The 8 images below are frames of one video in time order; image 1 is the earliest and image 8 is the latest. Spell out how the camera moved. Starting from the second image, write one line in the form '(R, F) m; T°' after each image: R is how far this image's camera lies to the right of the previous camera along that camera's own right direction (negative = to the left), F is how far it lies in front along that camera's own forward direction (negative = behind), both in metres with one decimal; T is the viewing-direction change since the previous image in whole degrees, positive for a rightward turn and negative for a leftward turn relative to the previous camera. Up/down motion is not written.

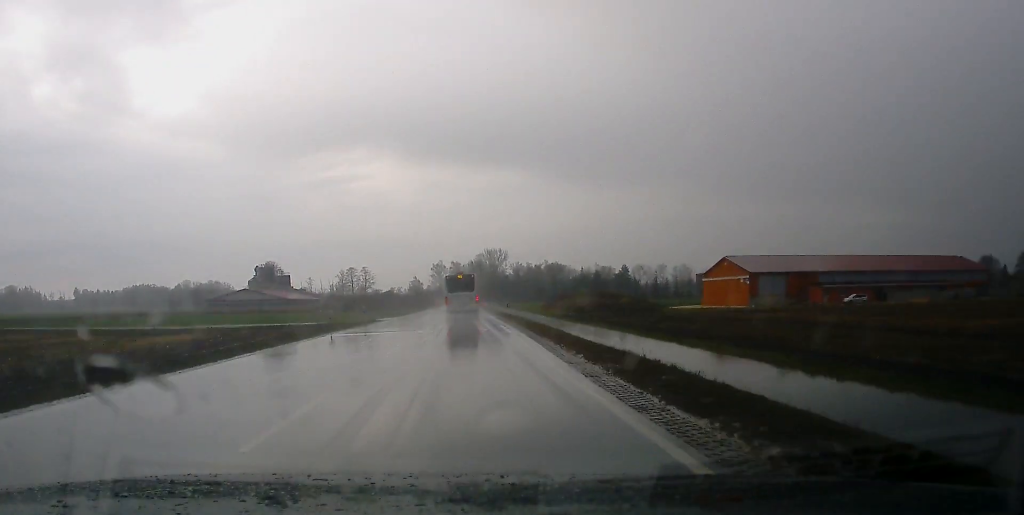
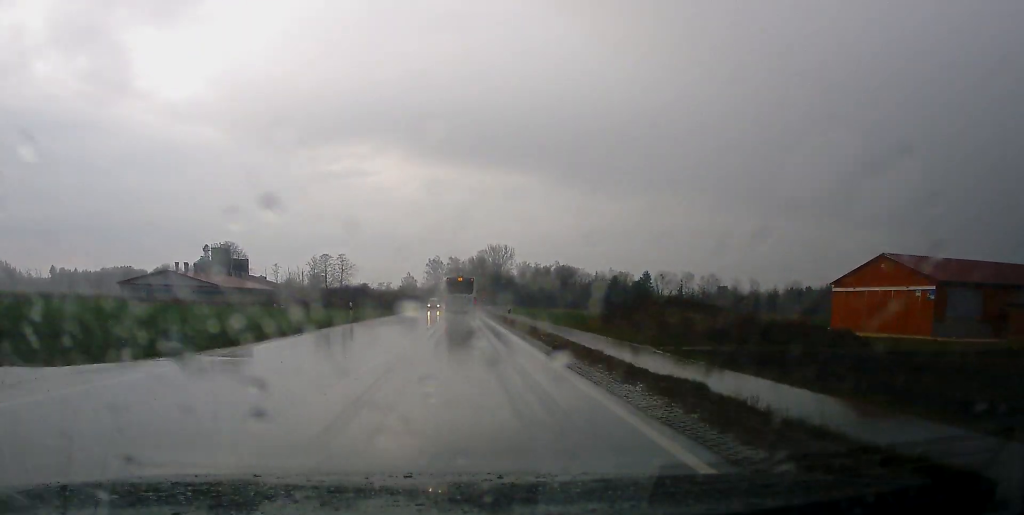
(+0.5, +55.2) m; +1°
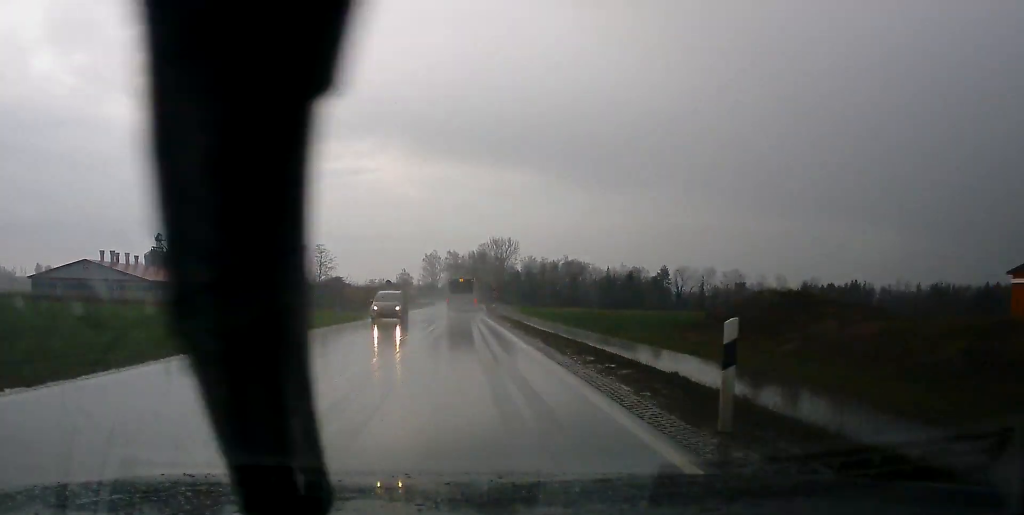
(+0.2, +35.4) m; 0°
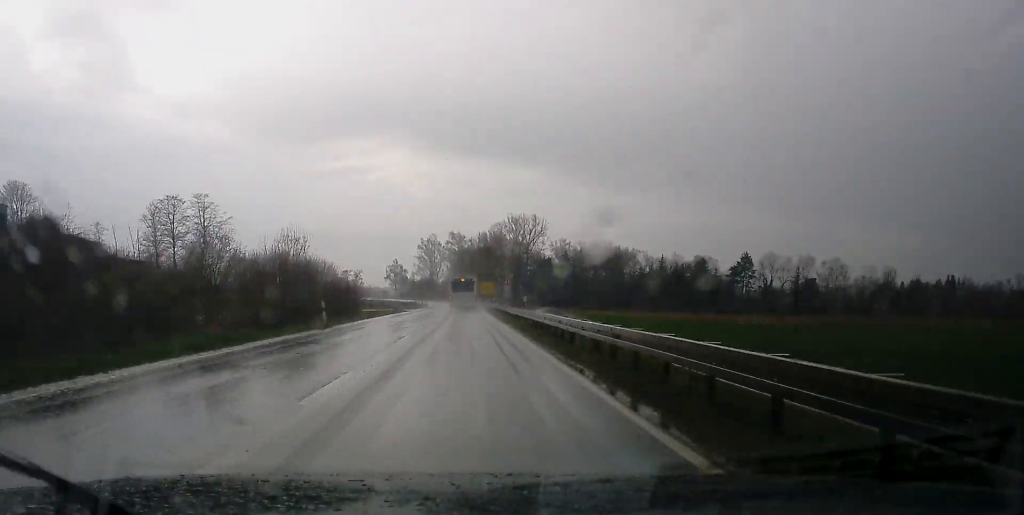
(-0.5, +97.5) m; 0°
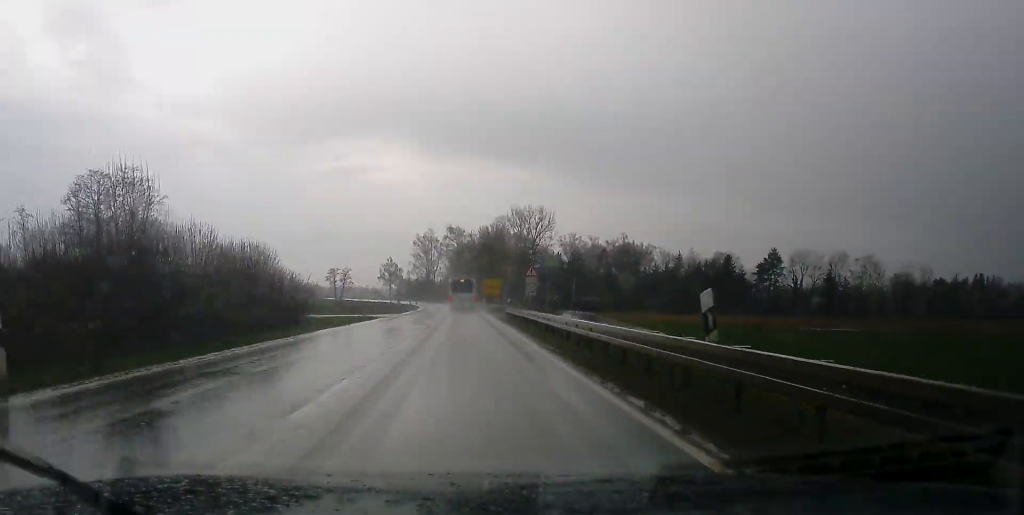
(+0.3, +24.0) m; 0°
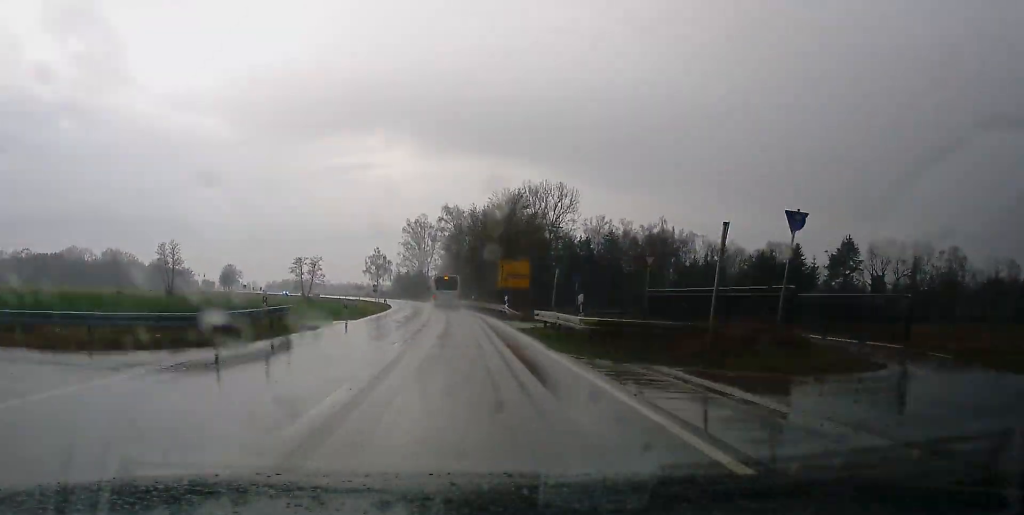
(-0.1, +47.4) m; -2°
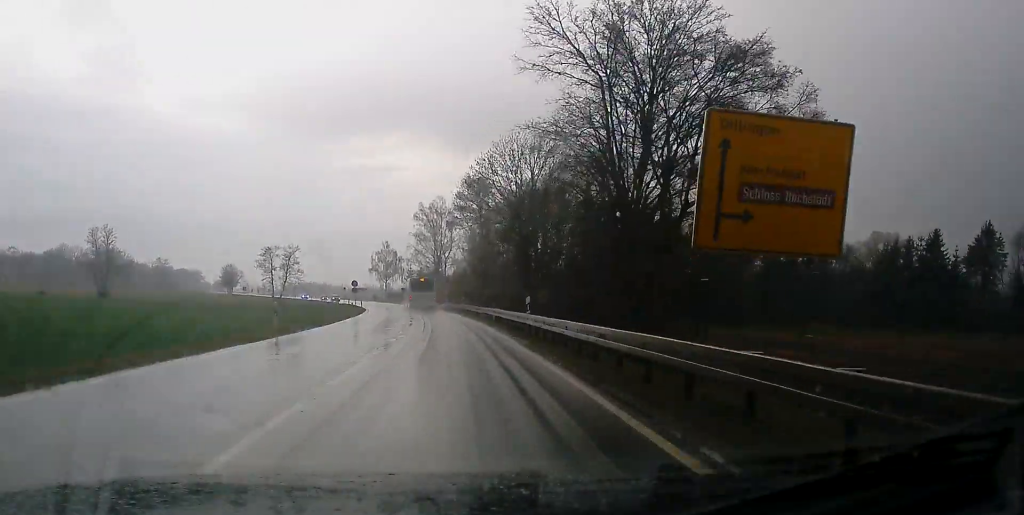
(-1.3, +48.5) m; -3°
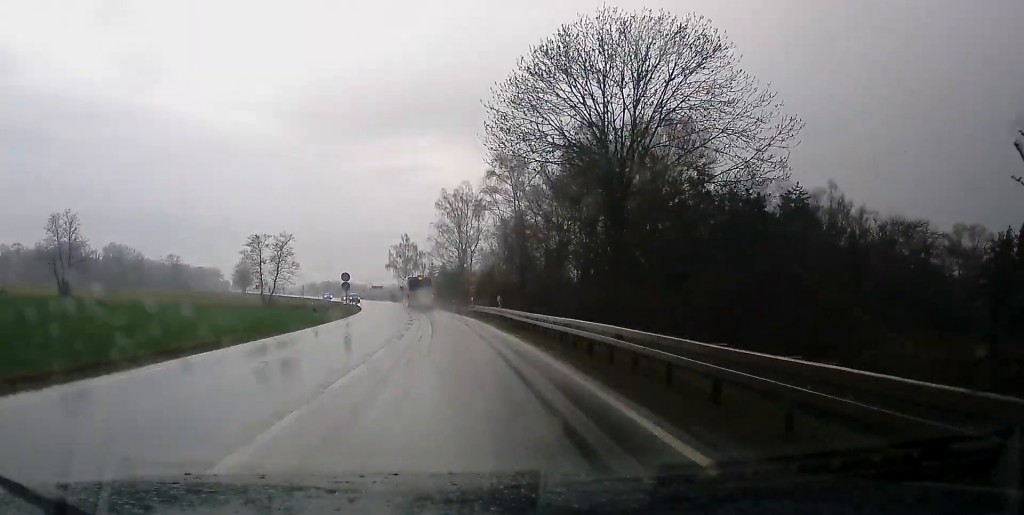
(-0.4, +24.3) m; -2°
